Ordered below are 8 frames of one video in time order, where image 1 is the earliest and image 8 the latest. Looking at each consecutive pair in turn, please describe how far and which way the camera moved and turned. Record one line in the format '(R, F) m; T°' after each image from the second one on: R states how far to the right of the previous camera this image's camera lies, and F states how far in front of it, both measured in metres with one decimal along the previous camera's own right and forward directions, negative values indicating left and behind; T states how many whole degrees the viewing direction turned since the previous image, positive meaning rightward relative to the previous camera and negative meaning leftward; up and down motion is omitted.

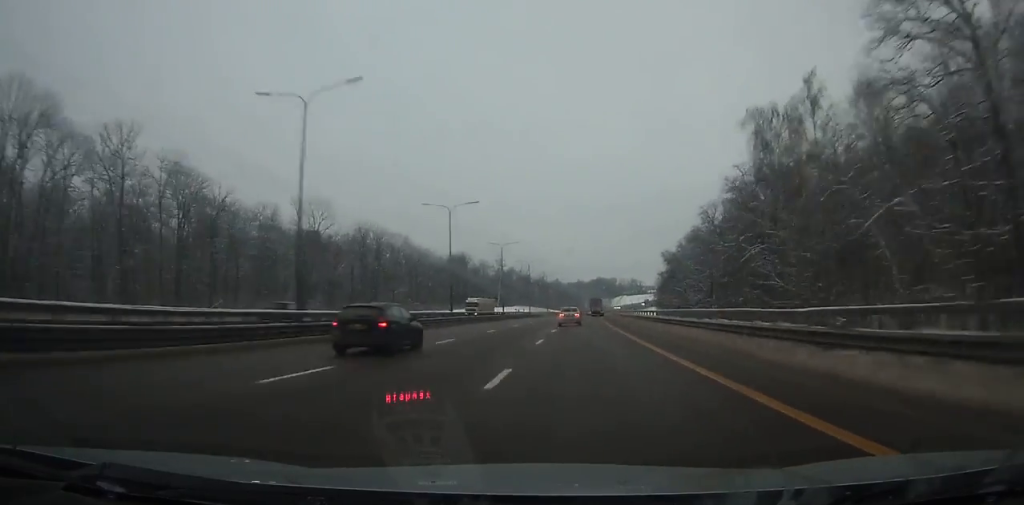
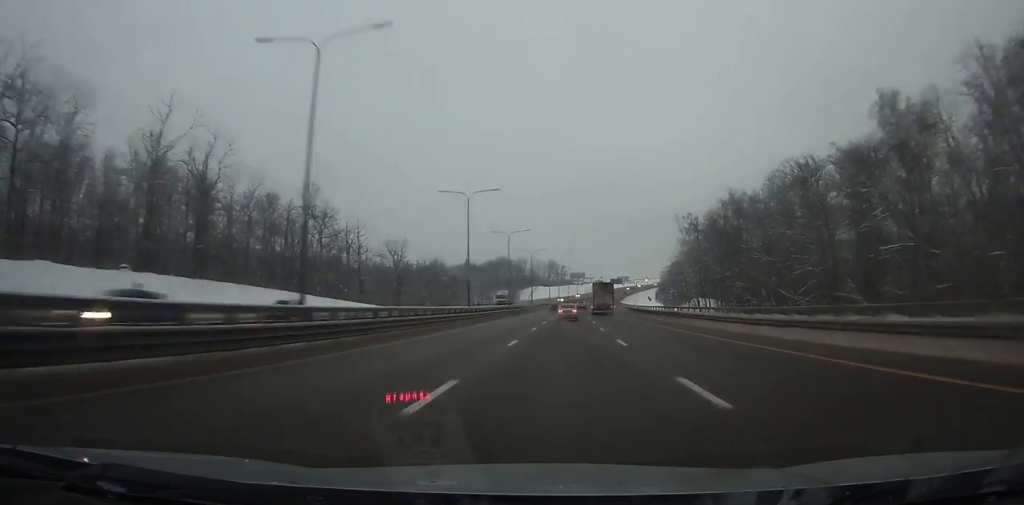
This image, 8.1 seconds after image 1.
(+19.3, +236.8) m; +9°
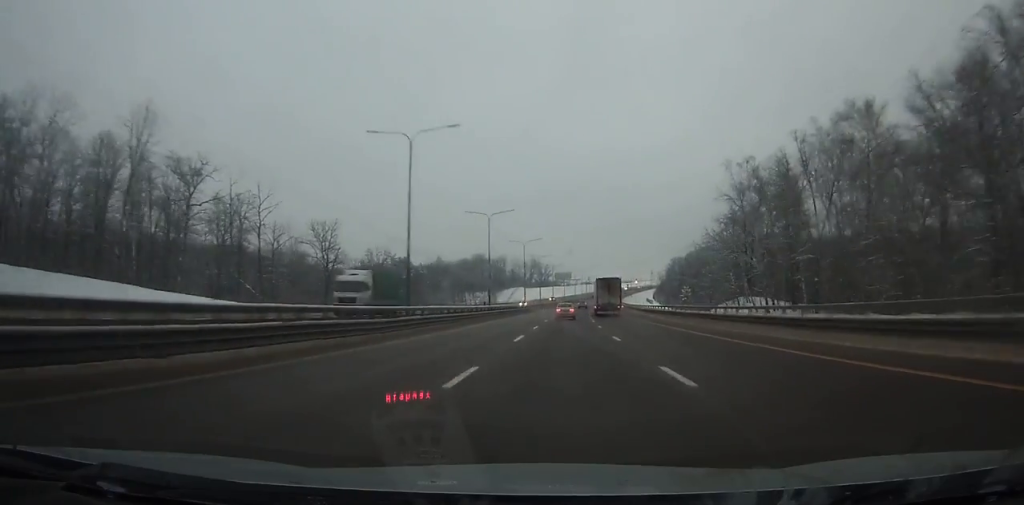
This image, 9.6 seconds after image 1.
(+0.1, +45.0) m; +1°
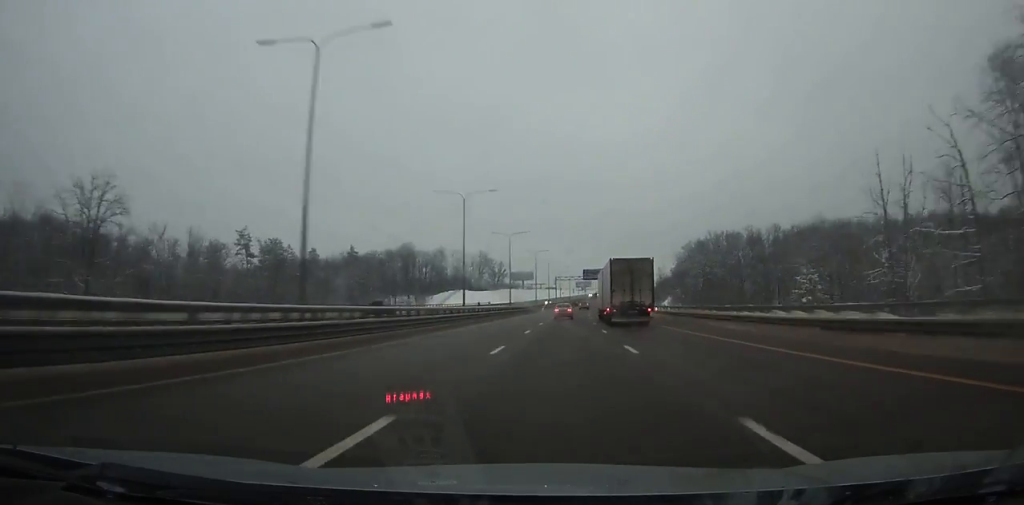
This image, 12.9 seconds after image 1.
(+3.0, +100.2) m; +3°
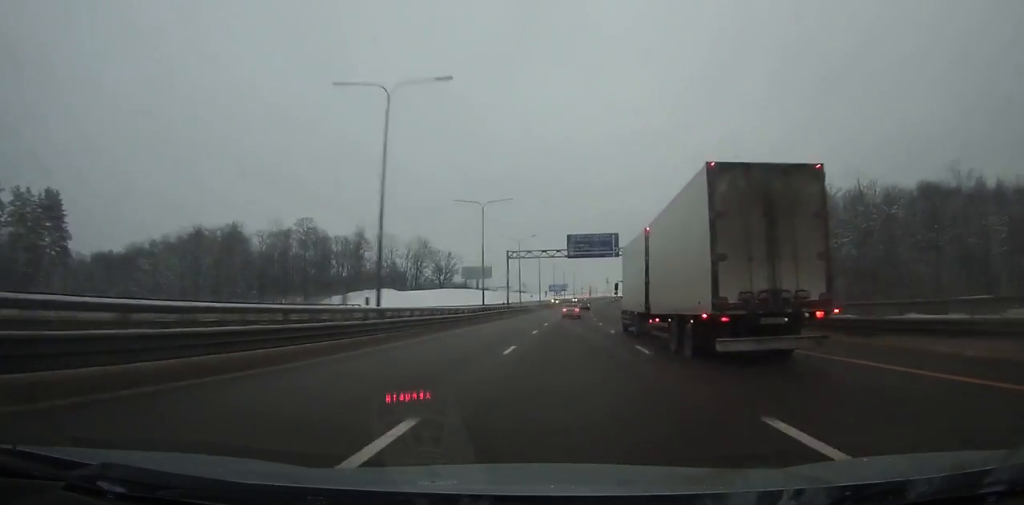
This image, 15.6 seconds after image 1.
(+1.9, +82.6) m; +3°
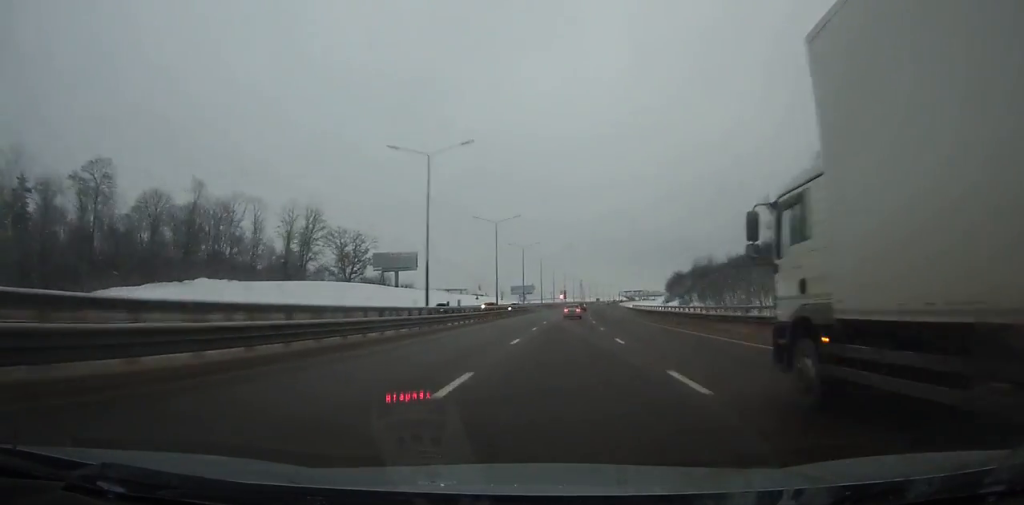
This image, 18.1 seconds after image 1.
(+2.2, +76.8) m; +3°
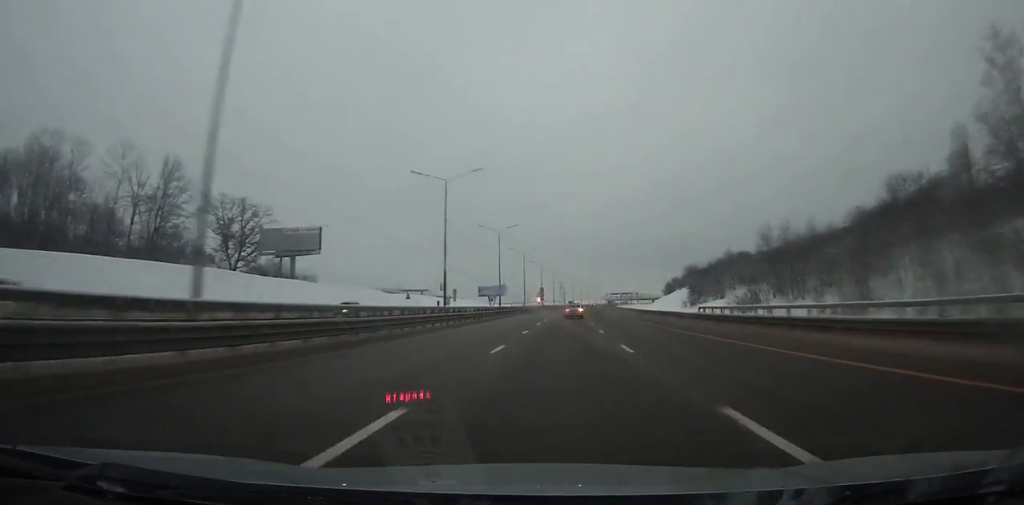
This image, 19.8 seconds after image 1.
(+1.5, +52.4) m; +2°
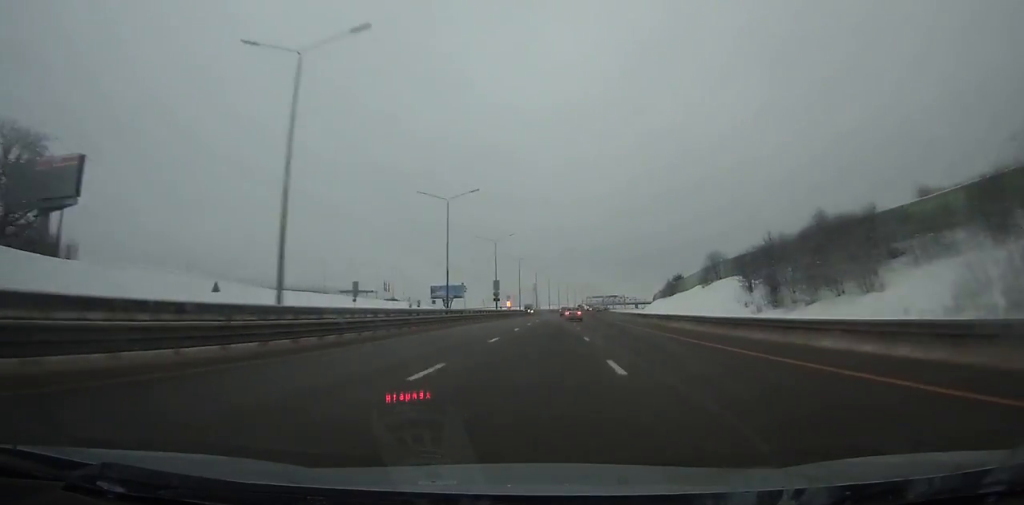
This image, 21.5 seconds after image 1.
(+0.4, +52.3) m; +2°
